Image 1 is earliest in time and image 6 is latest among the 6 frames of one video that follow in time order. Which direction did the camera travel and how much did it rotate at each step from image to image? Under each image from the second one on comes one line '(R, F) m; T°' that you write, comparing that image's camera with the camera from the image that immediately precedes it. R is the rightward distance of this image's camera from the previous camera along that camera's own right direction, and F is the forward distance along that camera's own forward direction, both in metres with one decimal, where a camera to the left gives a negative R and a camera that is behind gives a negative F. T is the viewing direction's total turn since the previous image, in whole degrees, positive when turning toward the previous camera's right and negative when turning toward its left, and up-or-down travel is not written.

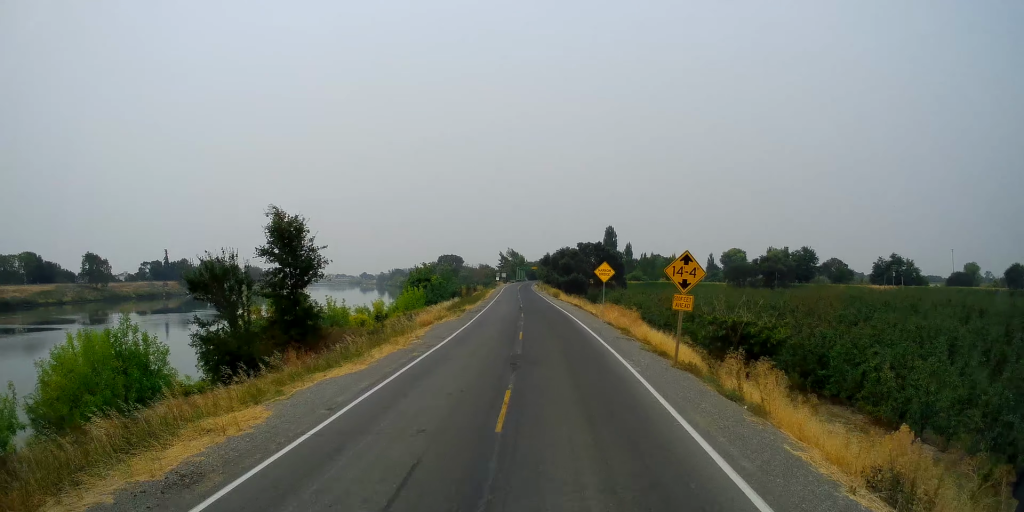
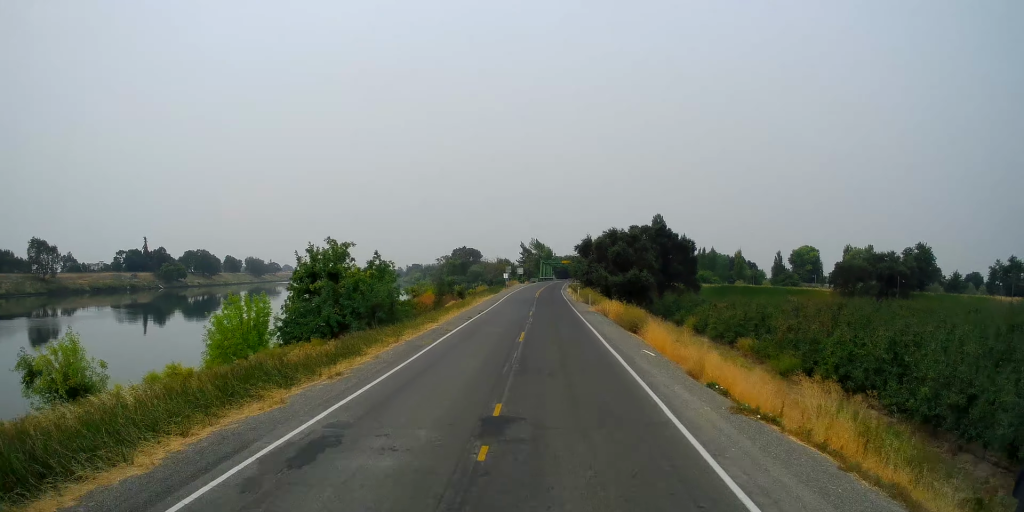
(-2.0, +60.0) m; -2°
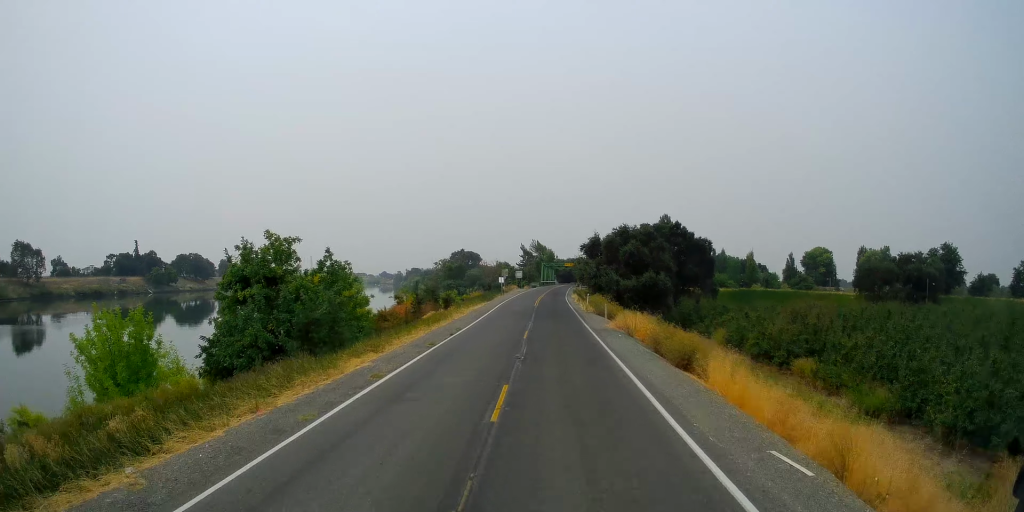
(+0.7, +12.1) m; 0°
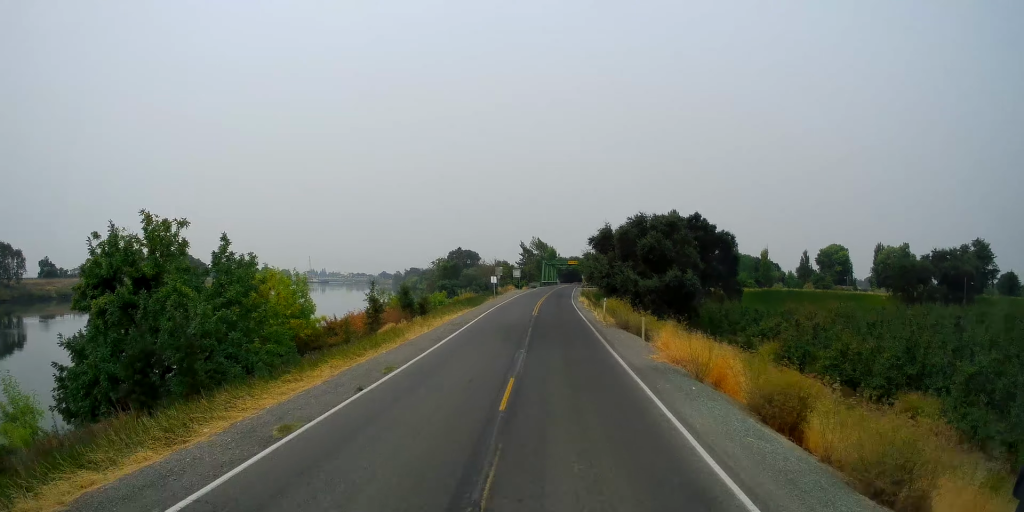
(-0.2, +13.6) m; -2°
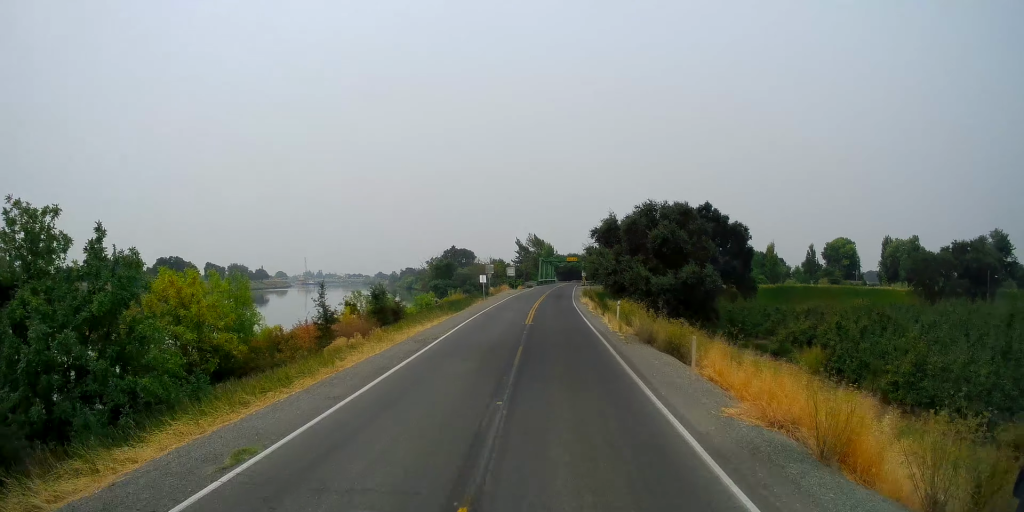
(-0.3, +8.6) m; -2°
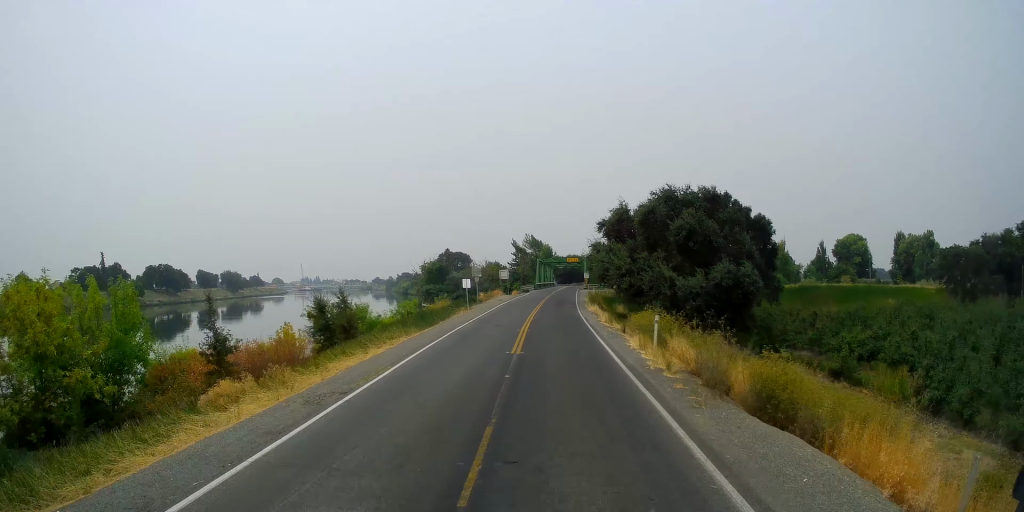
(0.0, +10.9) m; +1°
